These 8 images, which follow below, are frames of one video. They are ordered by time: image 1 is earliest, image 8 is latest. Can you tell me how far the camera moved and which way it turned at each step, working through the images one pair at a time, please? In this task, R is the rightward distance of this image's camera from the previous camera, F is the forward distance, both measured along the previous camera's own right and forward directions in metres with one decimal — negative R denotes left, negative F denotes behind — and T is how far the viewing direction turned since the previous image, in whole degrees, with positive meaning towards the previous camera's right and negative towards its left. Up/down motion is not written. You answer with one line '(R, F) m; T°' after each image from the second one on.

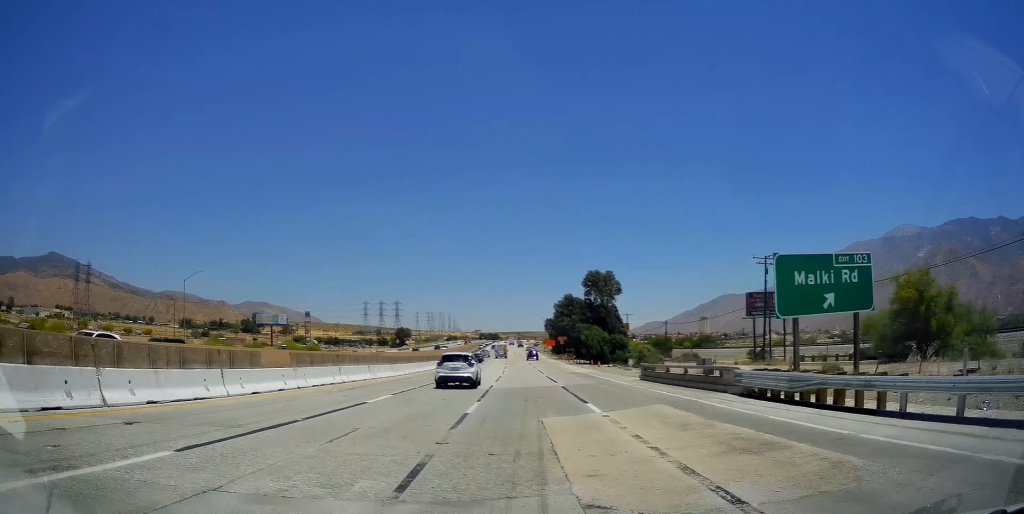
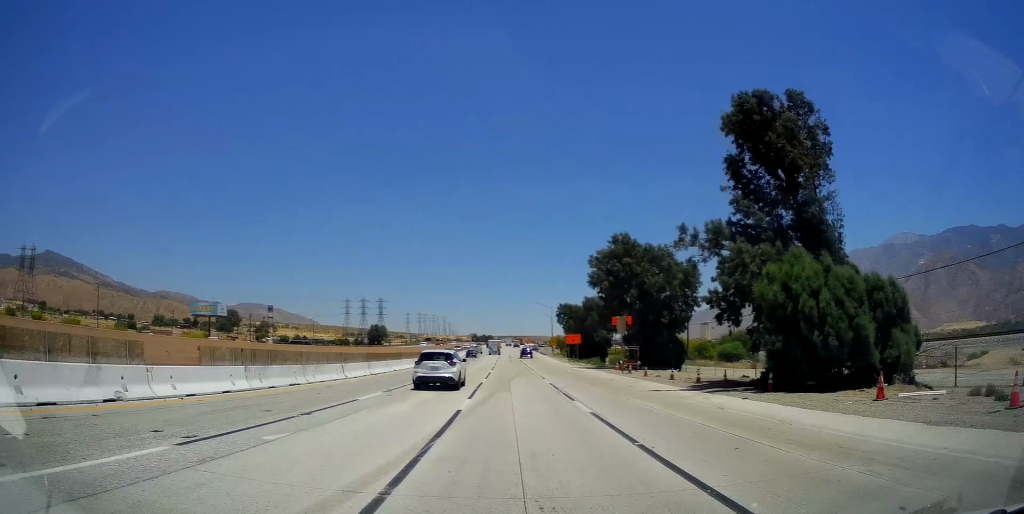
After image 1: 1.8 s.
(+1.2, +55.3) m; +1°
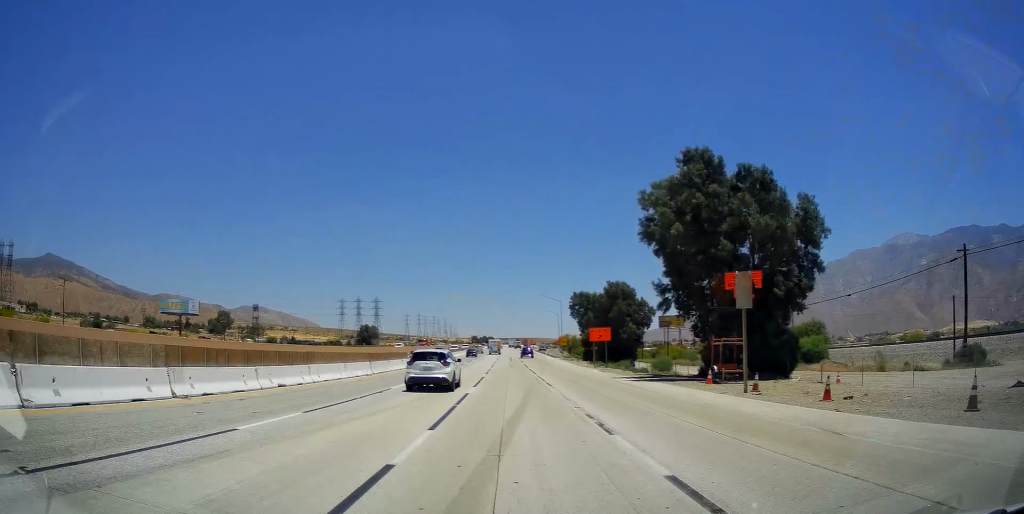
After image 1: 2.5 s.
(0.0, +22.8) m; 0°
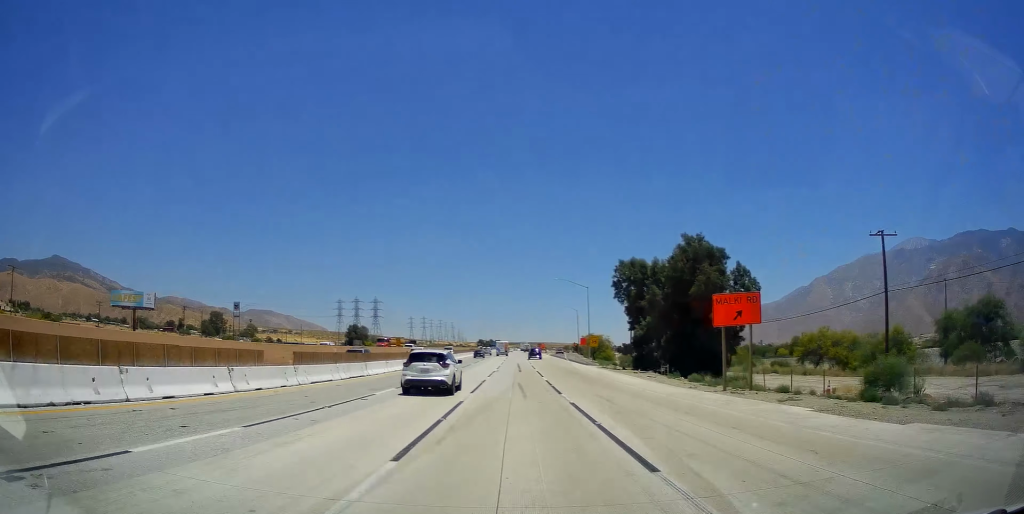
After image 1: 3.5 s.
(0.0, +34.2) m; 0°
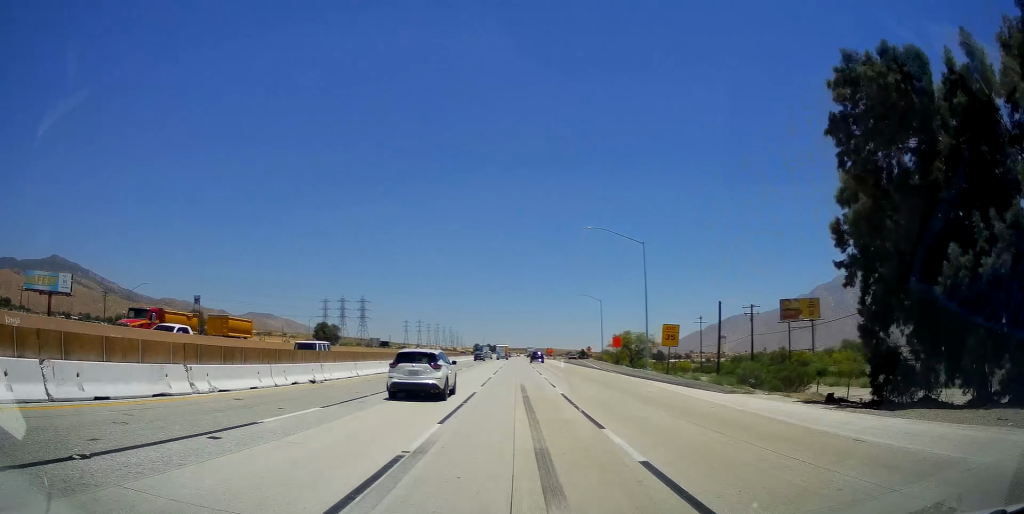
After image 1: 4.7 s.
(0.0, +39.5) m; 0°
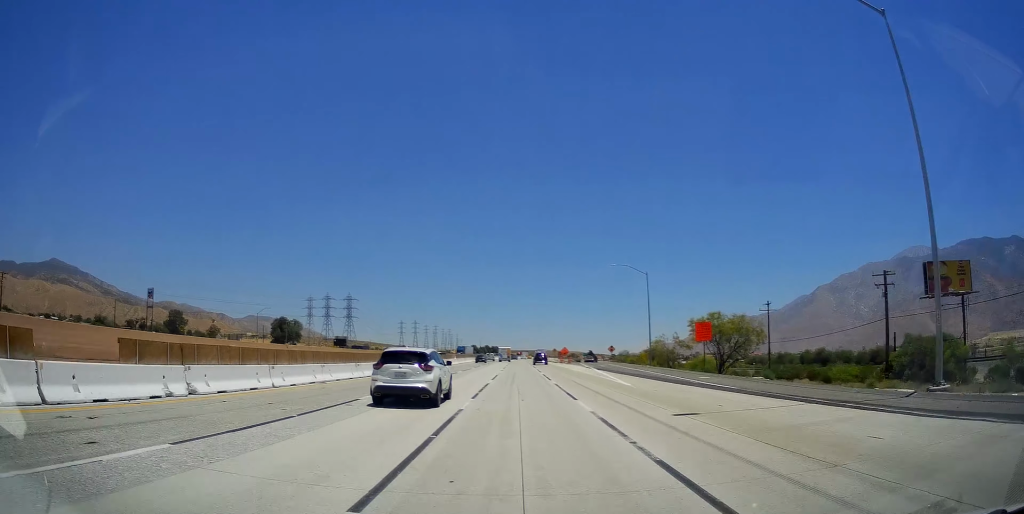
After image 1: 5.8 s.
(0.0, +35.5) m; 0°
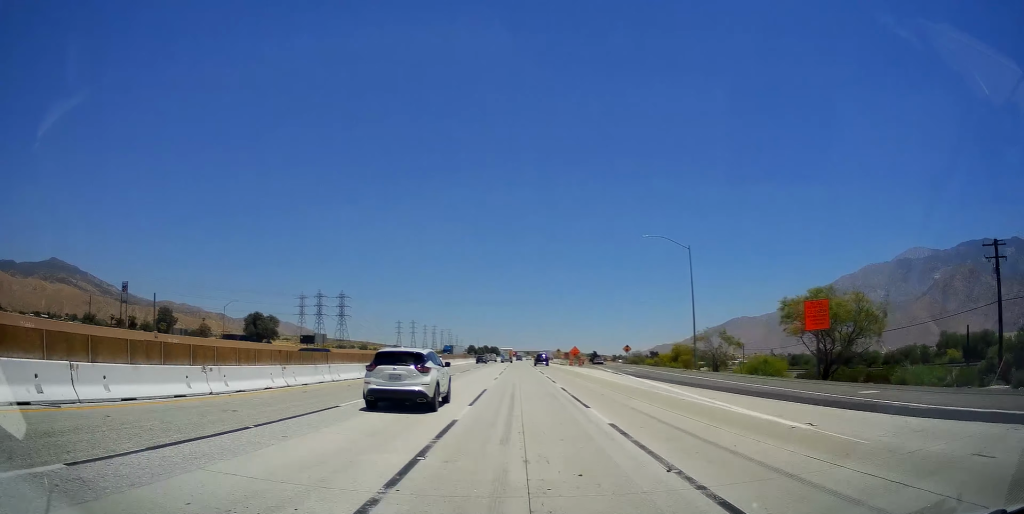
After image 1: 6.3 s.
(0.0, +16.9) m; 0°
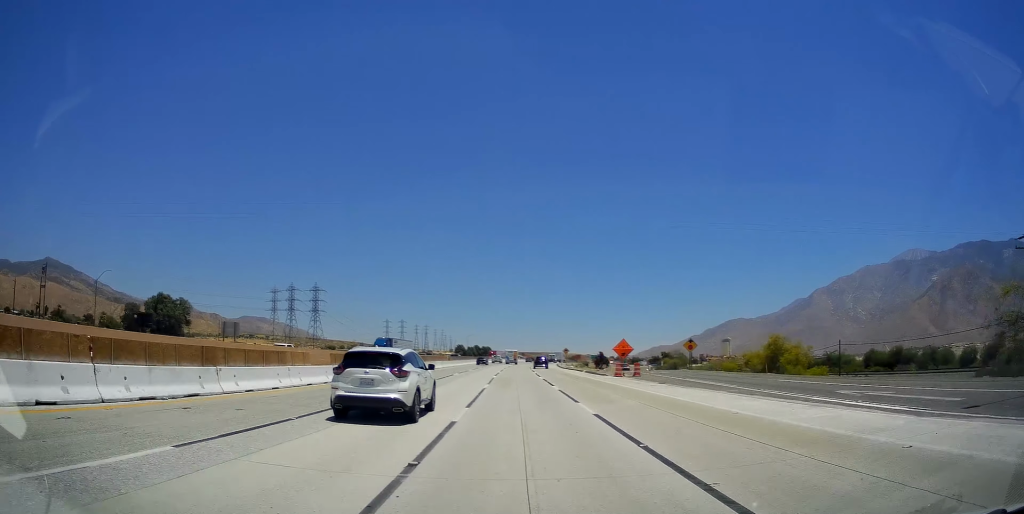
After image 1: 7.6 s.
(-0.1, +41.1) m; 0°
